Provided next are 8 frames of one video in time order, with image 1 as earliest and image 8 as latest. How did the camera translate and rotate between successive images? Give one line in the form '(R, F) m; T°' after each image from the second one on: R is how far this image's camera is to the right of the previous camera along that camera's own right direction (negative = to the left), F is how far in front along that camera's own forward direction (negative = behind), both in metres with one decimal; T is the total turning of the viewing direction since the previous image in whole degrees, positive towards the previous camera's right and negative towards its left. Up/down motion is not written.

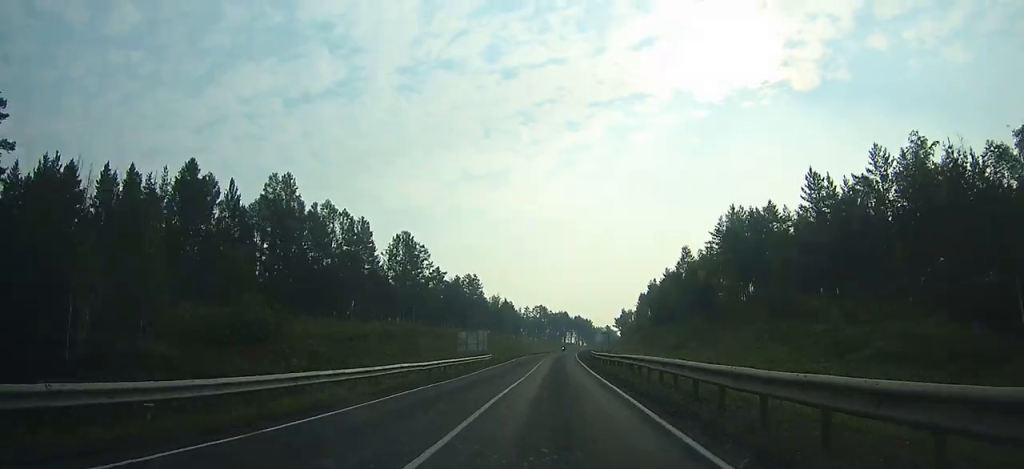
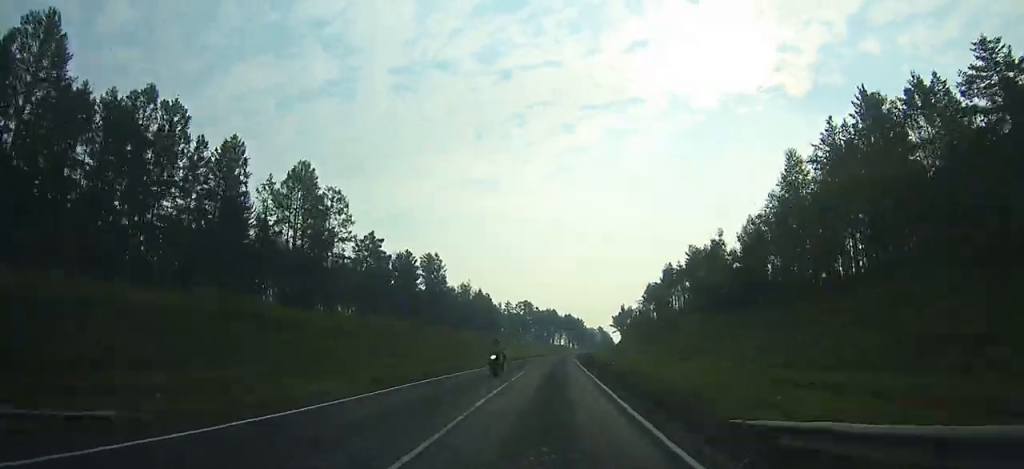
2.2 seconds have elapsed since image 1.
(-0.1, +47.1) m; 0°
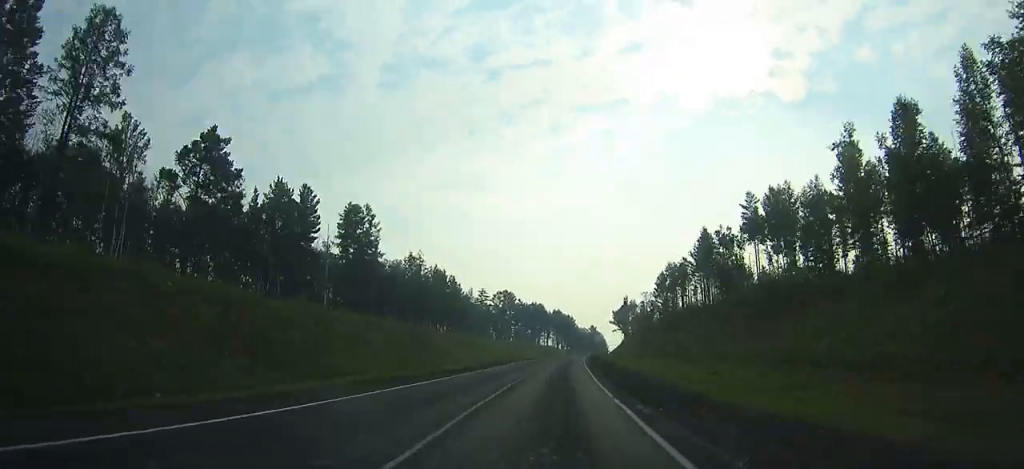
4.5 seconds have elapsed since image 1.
(-0.2, +50.4) m; +1°
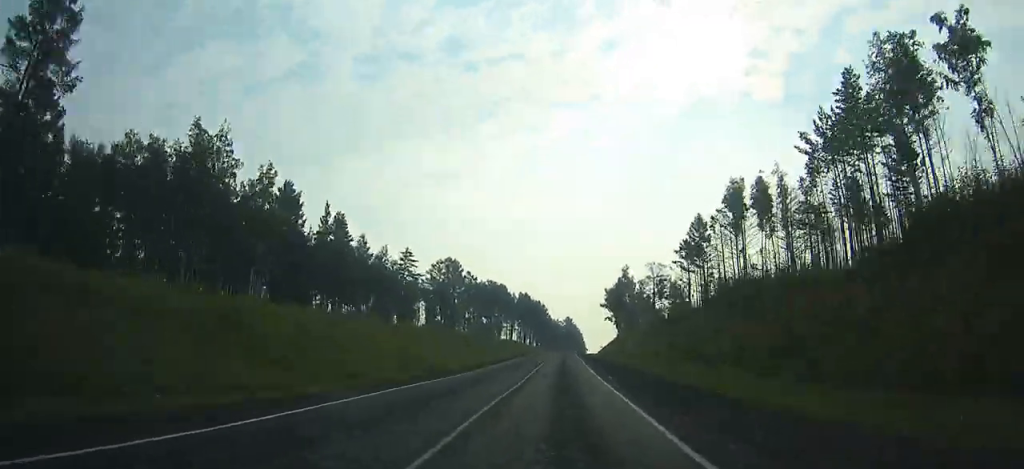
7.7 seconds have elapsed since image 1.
(+1.7, +69.5) m; +2°
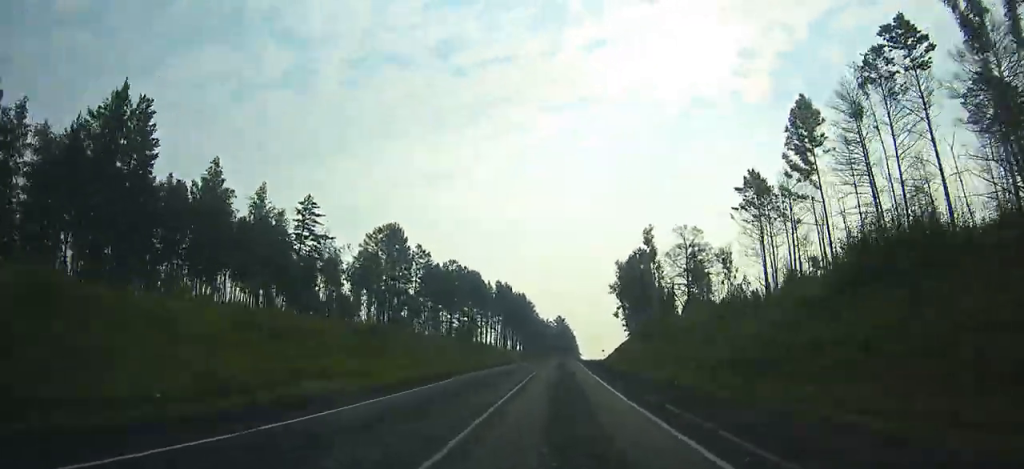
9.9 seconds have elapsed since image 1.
(+0.4, +46.9) m; +1°
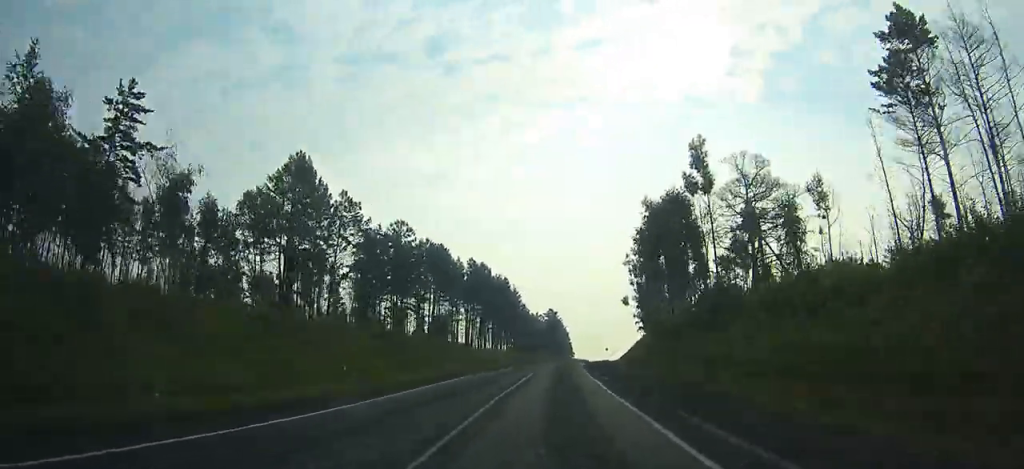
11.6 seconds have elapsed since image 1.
(+0.5, +35.6) m; +1°
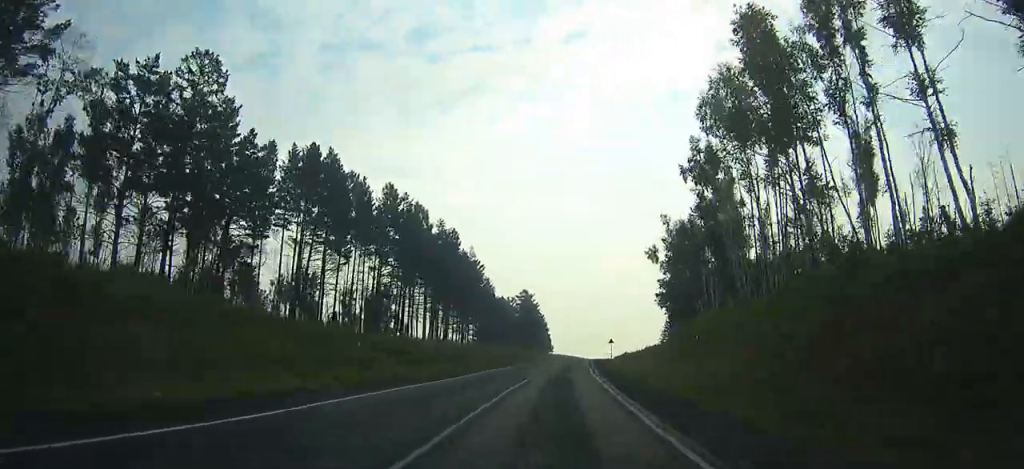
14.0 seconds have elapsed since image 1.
(+0.8, +50.3) m; +2°
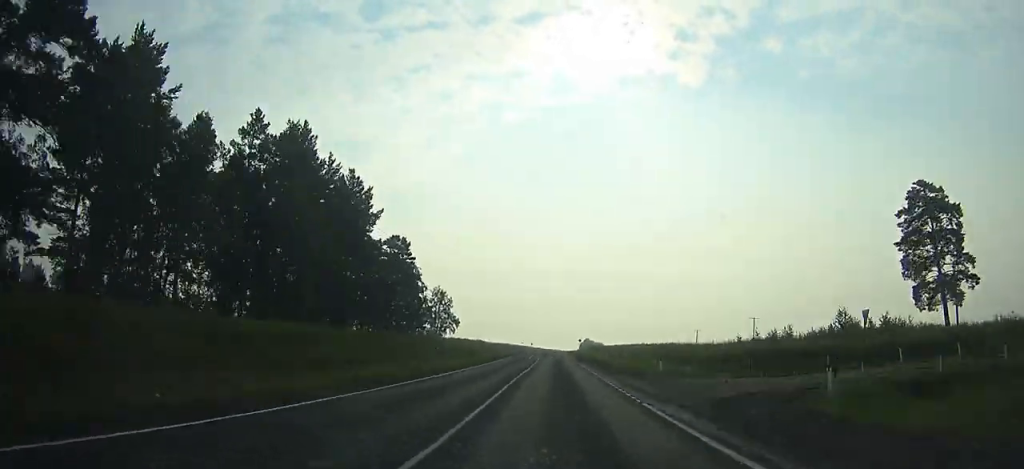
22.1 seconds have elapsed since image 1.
(+10.8, +178.3) m; +5°
